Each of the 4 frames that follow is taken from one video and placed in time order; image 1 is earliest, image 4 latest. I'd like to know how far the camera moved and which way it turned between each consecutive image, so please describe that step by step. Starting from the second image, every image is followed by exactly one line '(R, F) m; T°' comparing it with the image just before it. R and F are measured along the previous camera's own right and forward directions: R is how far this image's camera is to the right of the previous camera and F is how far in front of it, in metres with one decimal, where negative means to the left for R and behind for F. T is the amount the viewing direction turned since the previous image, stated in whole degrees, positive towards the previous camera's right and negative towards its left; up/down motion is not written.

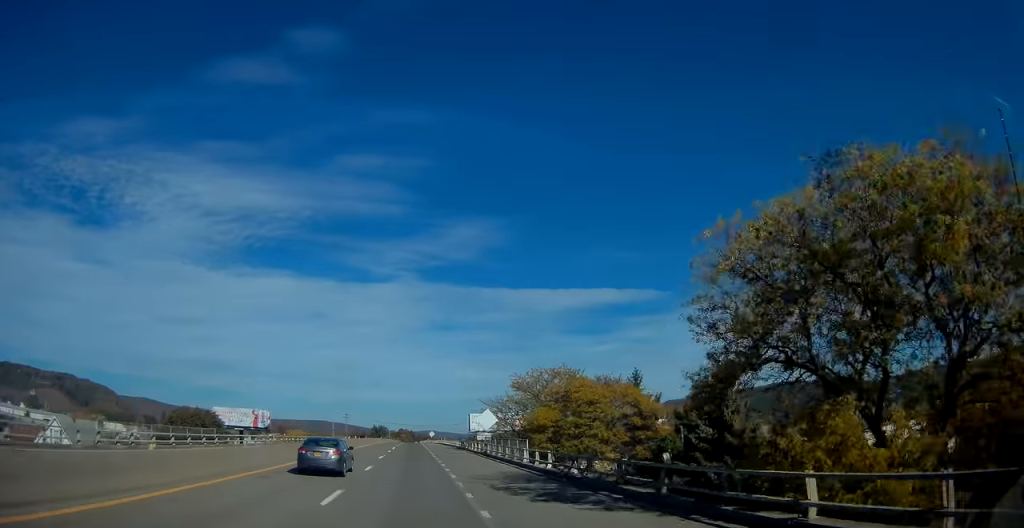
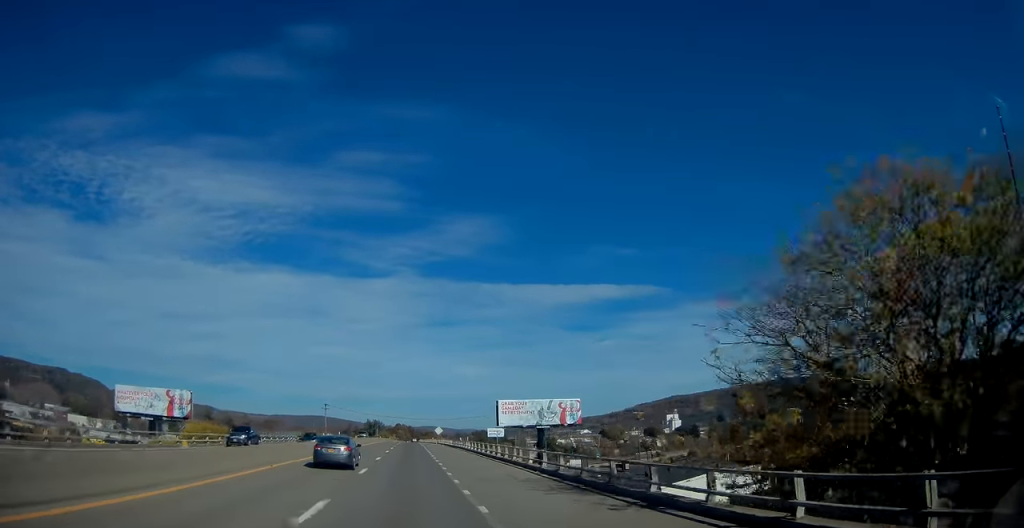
(0.0, +52.0) m; 0°
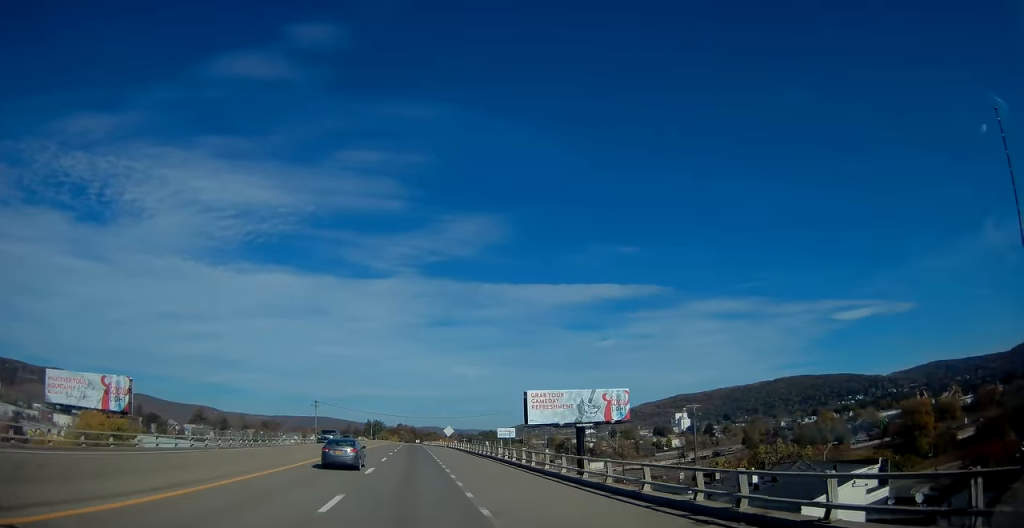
(0.0, +22.7) m; 0°
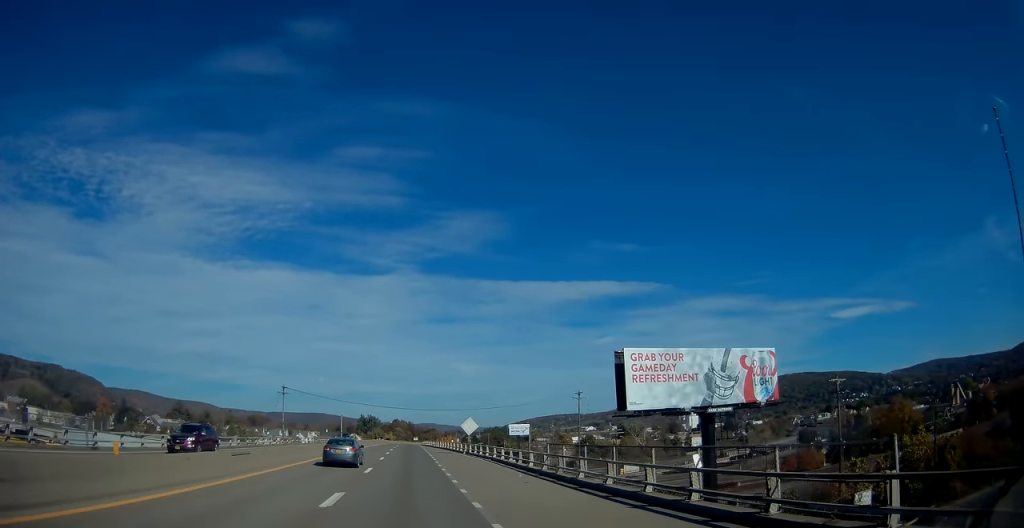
(+0.1, +34.0) m; 0°
